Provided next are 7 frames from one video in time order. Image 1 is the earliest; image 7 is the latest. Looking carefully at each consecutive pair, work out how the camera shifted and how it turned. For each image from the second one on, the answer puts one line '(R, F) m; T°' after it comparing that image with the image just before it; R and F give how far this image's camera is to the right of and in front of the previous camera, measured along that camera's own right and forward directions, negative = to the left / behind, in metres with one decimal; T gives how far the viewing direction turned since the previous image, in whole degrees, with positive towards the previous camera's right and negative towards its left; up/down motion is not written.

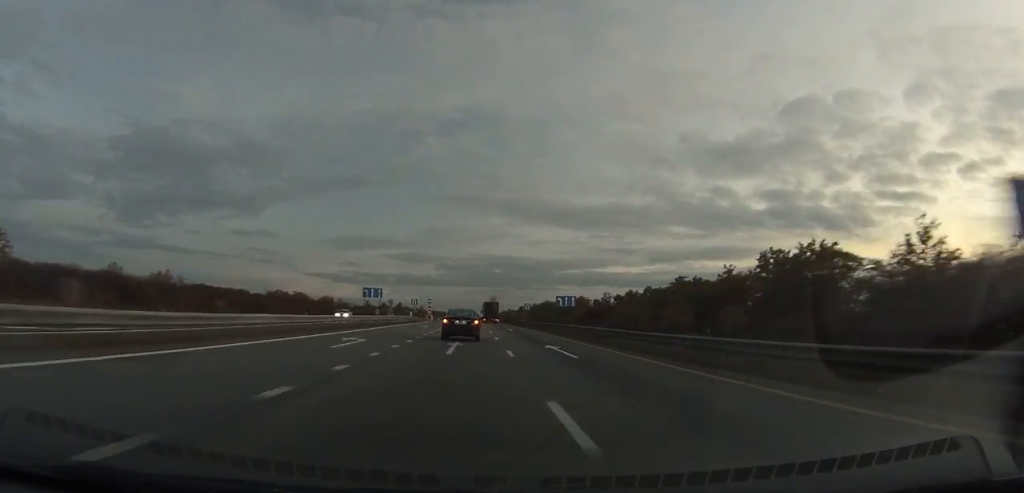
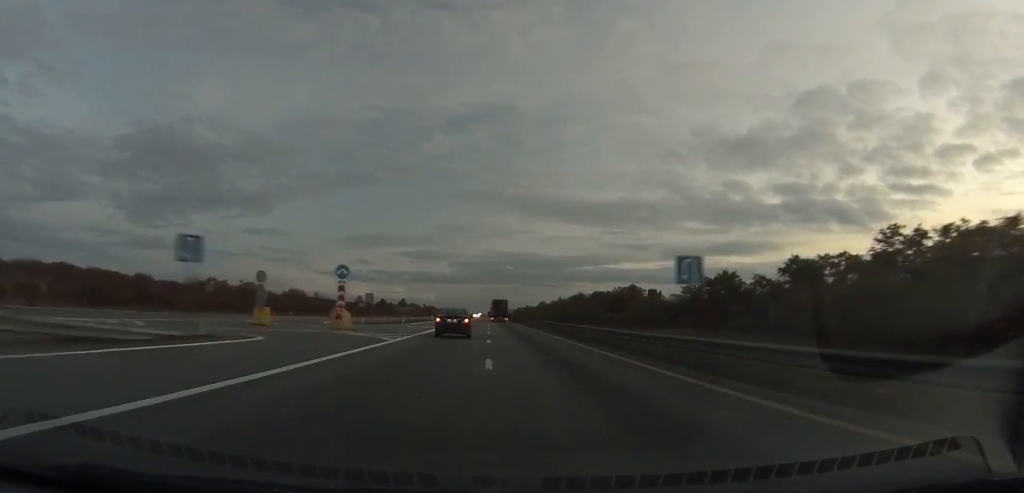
(-0.3, +64.7) m; -1°
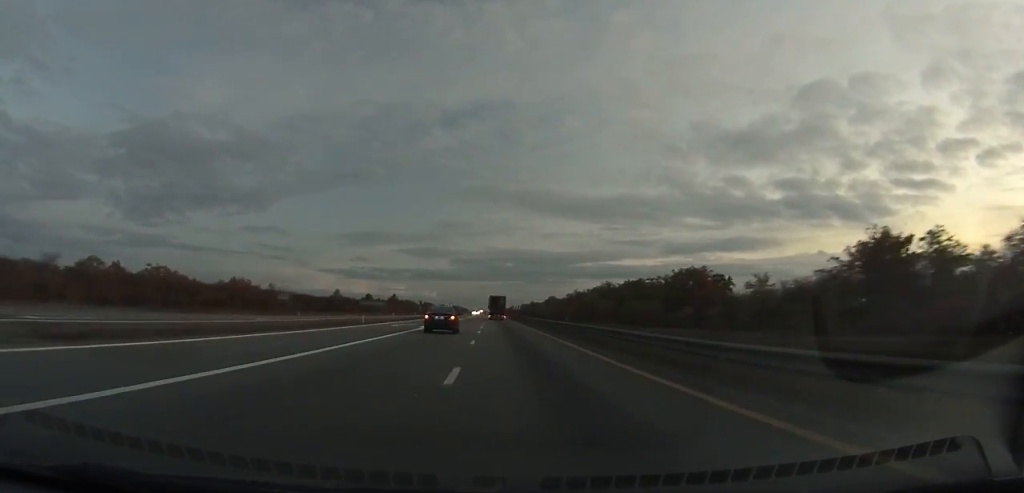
(-0.3, +51.5) m; 0°
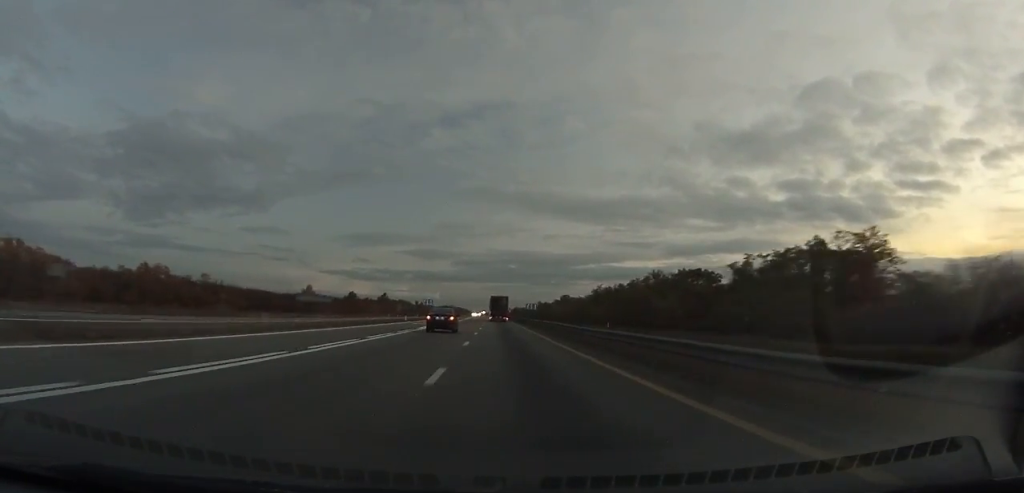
(-0.1, +48.6) m; 0°
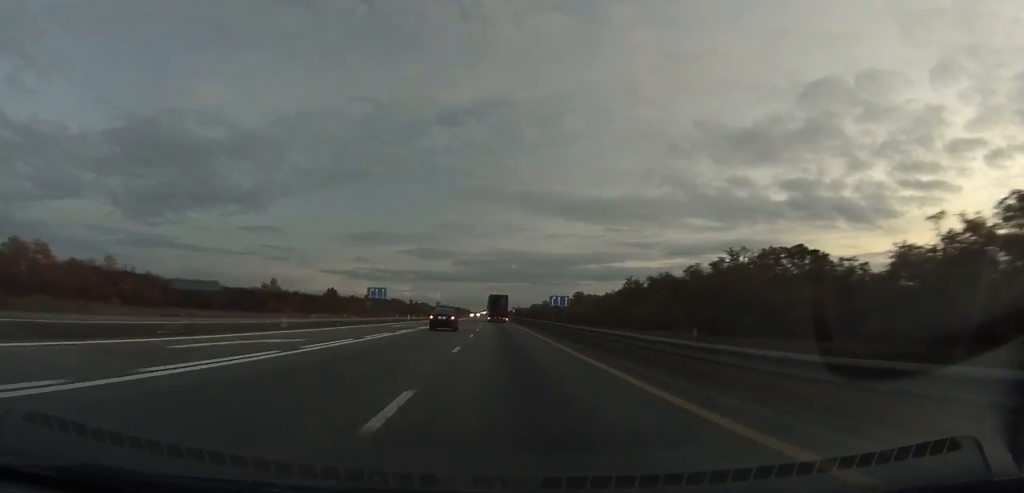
(-0.1, +39.5) m; 0°
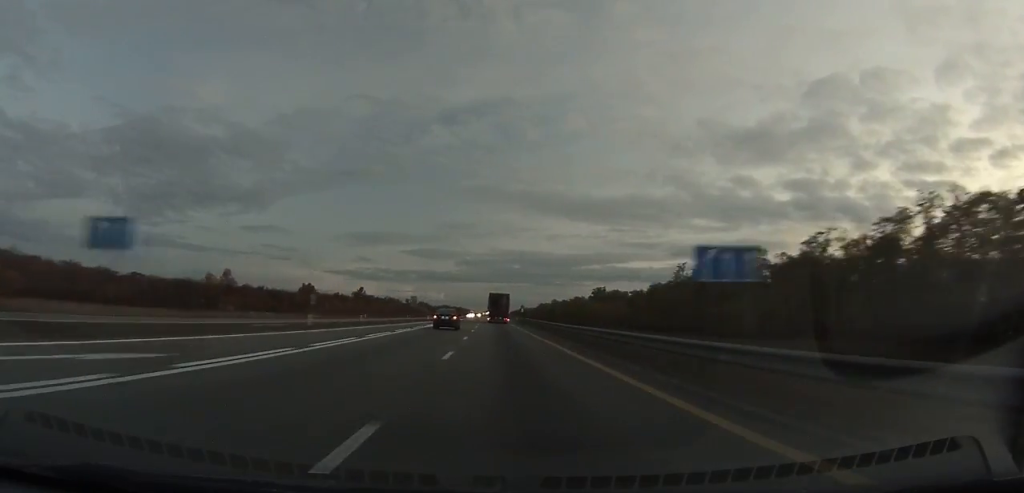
(0.0, +38.2) m; 0°
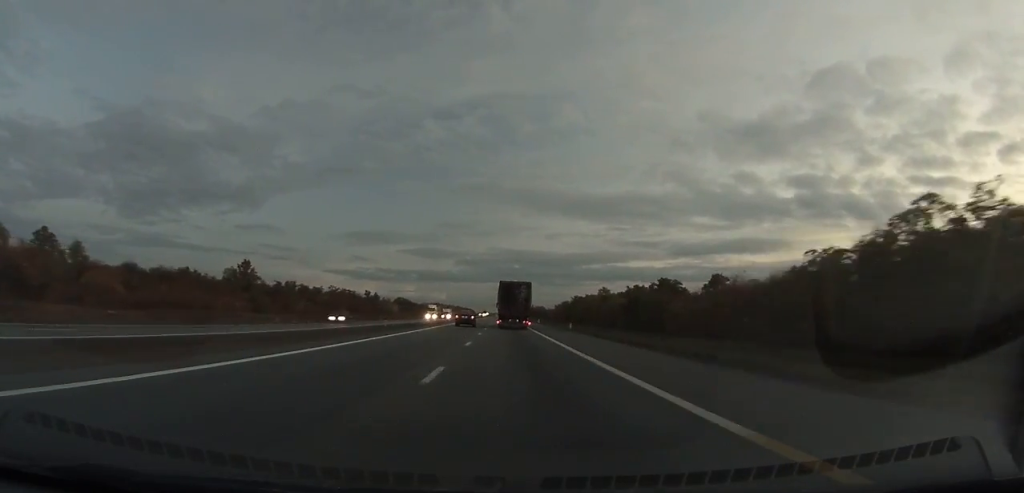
(-0.7, +149.4) m; -1°
